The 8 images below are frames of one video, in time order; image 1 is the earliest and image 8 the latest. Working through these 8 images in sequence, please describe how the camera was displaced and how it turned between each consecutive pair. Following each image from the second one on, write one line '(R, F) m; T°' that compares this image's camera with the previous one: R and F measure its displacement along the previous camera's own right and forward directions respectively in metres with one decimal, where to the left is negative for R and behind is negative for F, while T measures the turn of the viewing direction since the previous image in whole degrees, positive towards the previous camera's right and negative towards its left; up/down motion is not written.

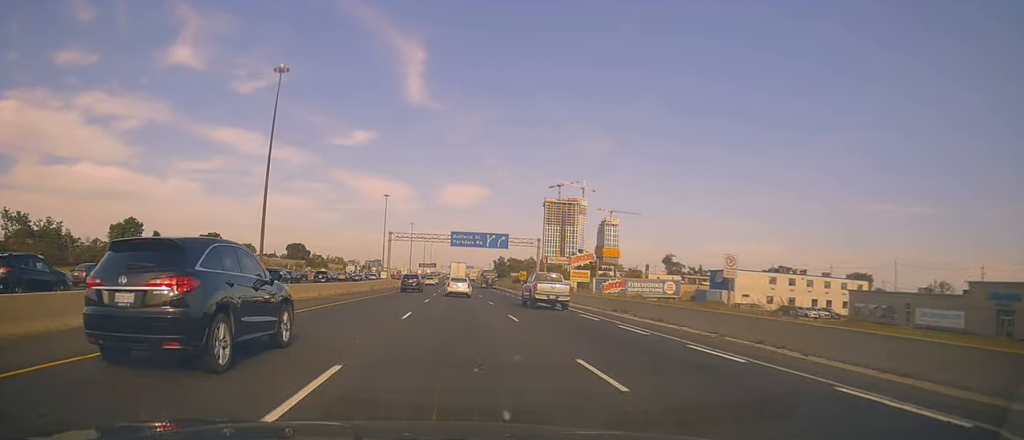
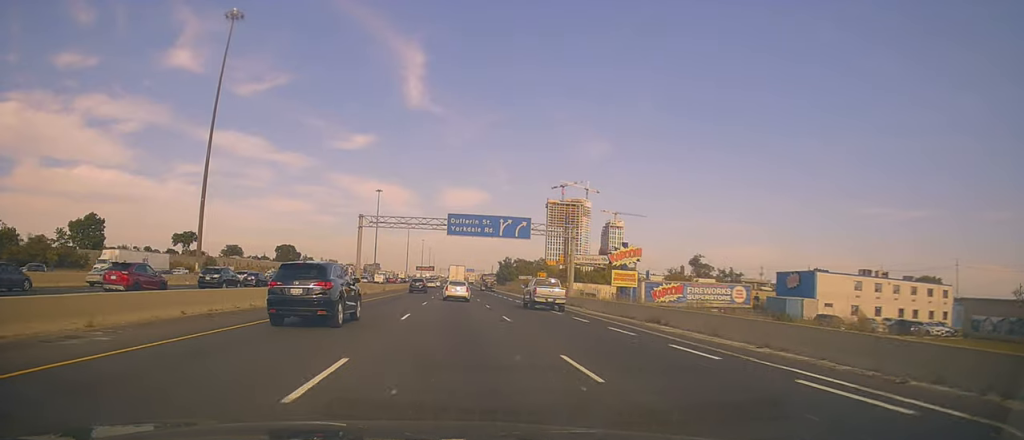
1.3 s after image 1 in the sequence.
(-0.5, +24.4) m; 0°
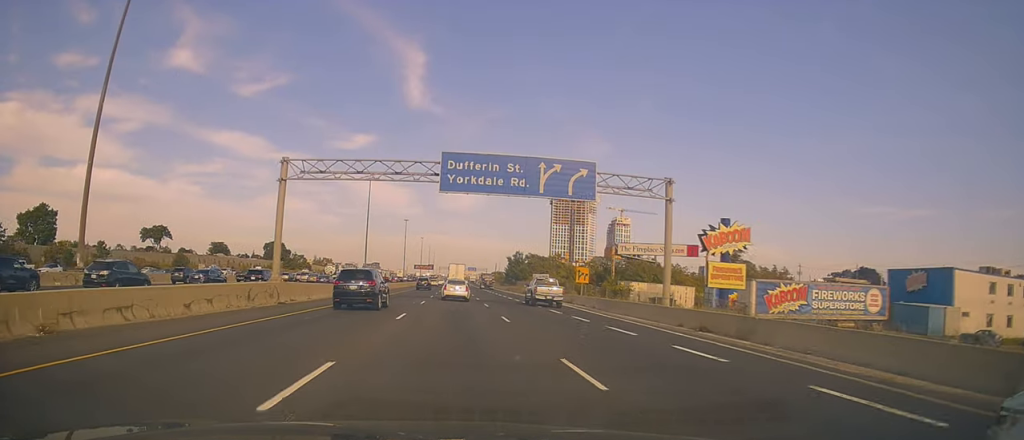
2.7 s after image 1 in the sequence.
(+0.3, +25.3) m; 0°
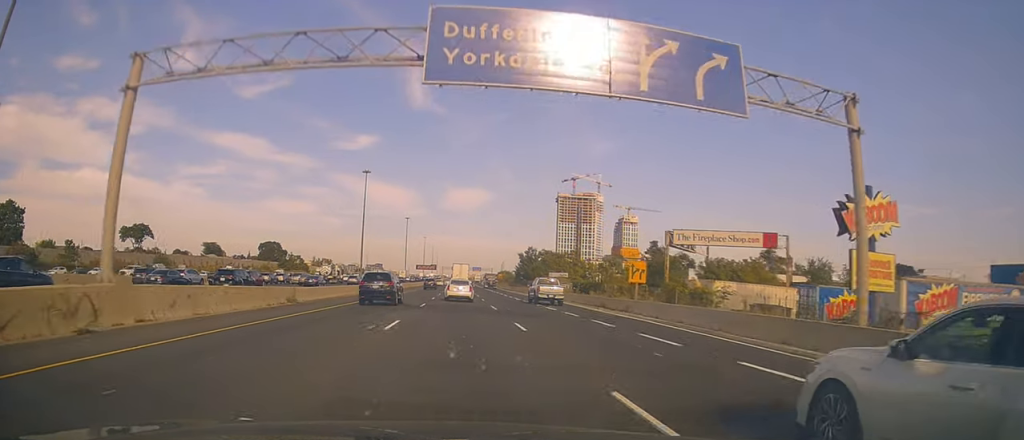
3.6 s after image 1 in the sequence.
(-0.2, +15.7) m; 0°
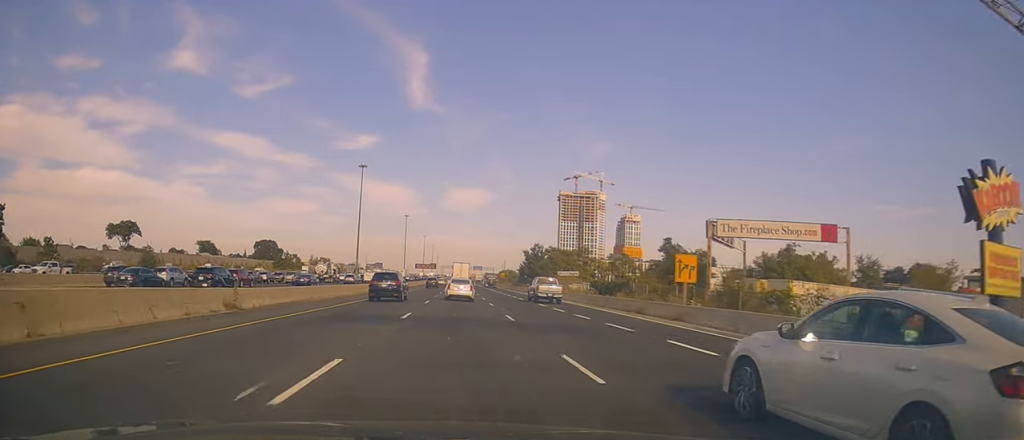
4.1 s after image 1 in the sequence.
(+0.3, +8.4) m; 0°
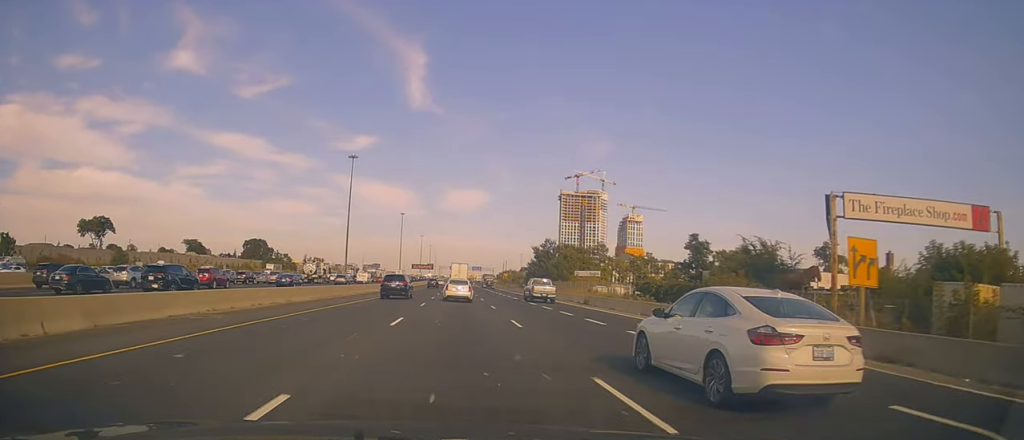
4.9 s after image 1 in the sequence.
(-0.2, +15.2) m; -1°
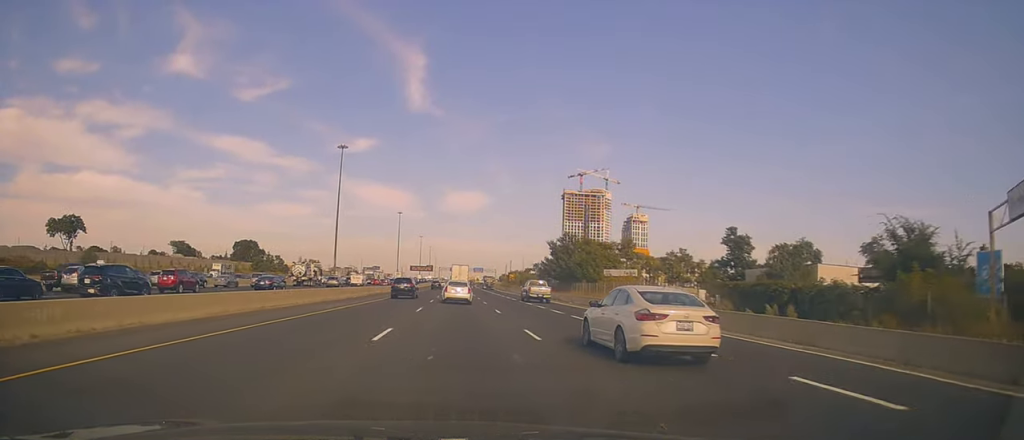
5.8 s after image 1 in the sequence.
(-0.2, +15.9) m; 0°
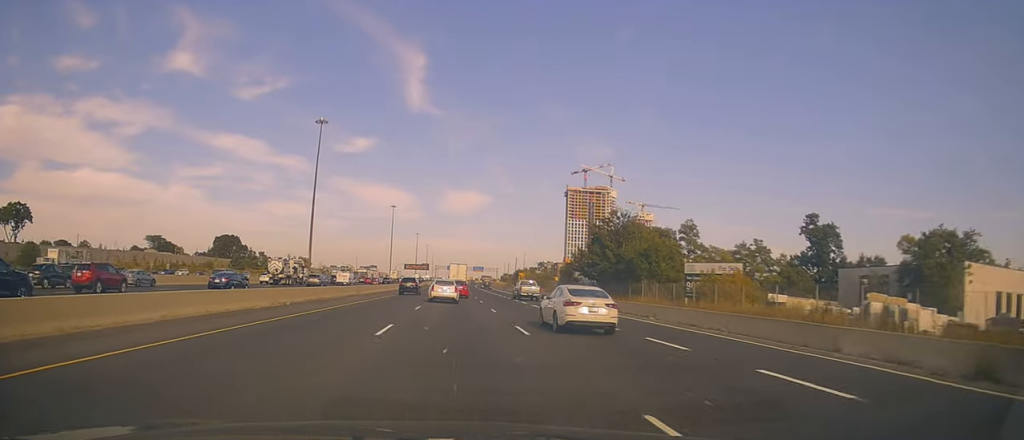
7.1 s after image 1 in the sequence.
(+0.5, +23.9) m; +1°
